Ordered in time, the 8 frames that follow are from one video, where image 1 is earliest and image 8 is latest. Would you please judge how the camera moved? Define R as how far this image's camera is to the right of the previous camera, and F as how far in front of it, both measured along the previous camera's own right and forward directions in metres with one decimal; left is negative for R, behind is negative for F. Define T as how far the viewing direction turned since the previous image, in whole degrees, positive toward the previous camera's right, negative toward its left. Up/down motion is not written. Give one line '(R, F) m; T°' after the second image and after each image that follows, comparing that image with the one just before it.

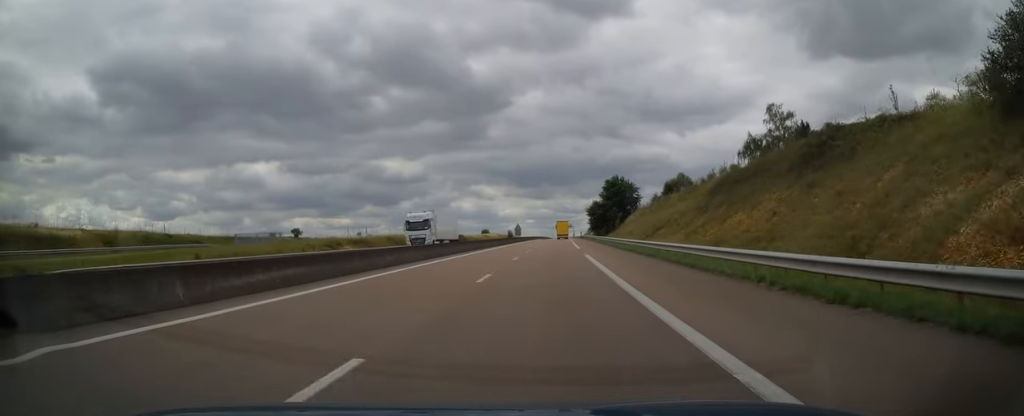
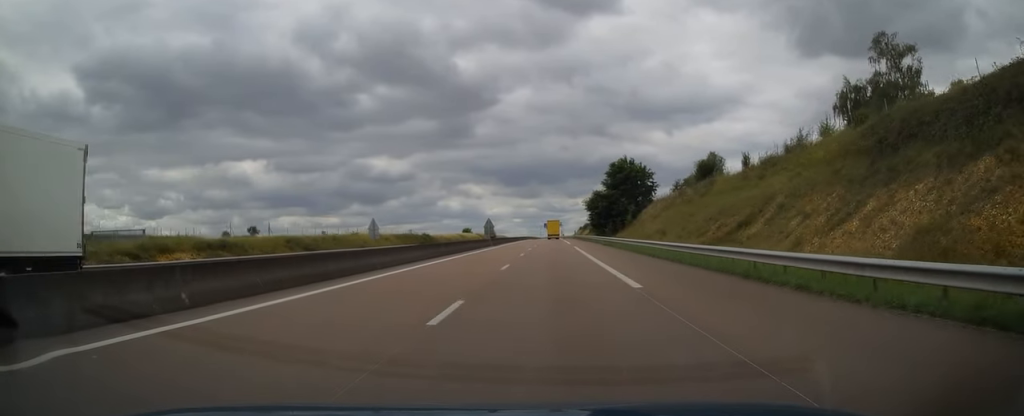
(+0.3, +33.1) m; +1°
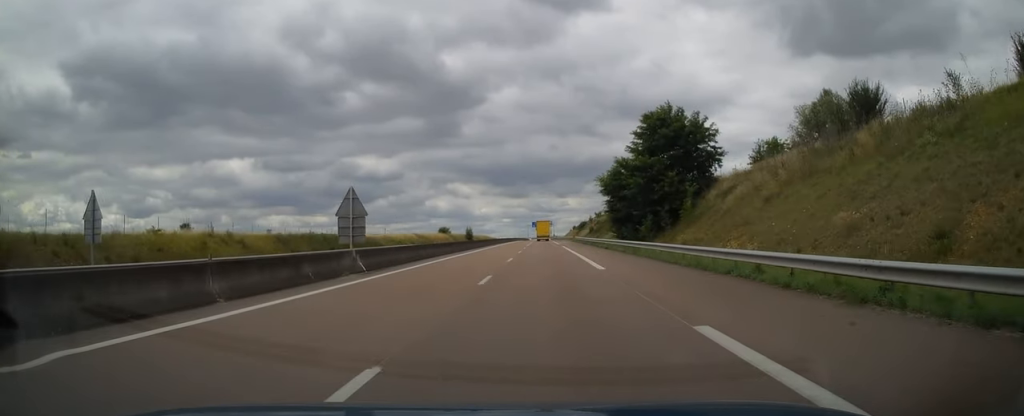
(+0.4, +44.3) m; +1°
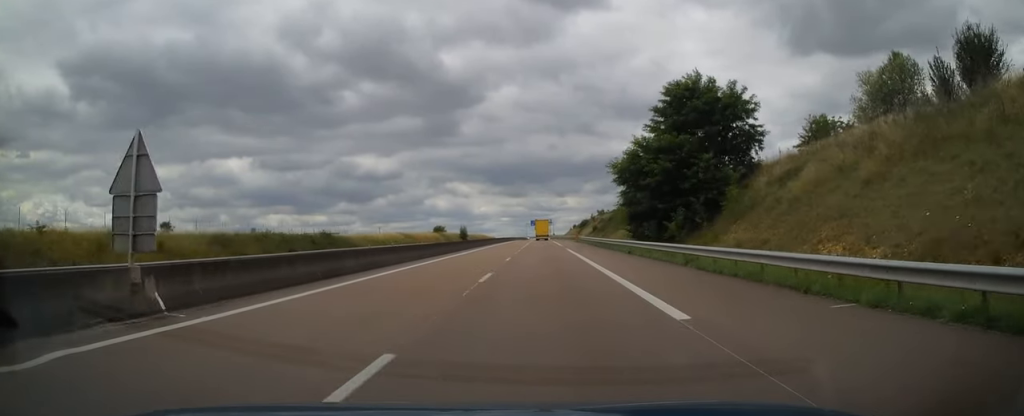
(+0.2, +12.2) m; 0°
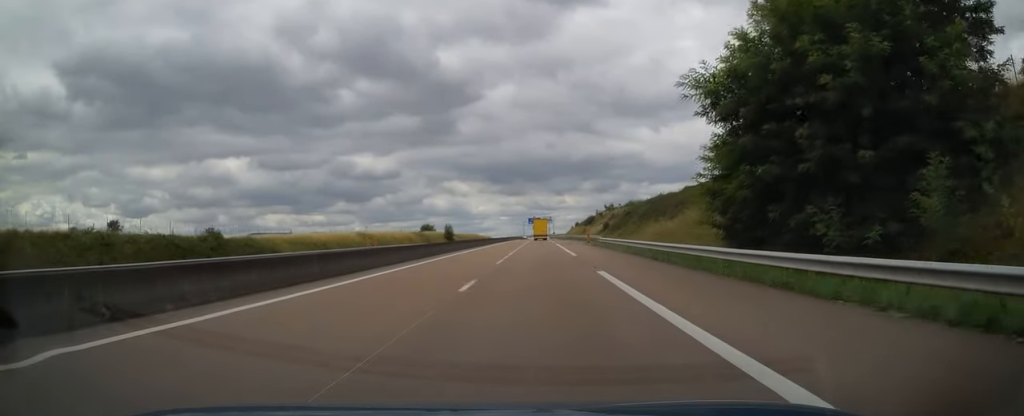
(+0.2, +28.3) m; 0°
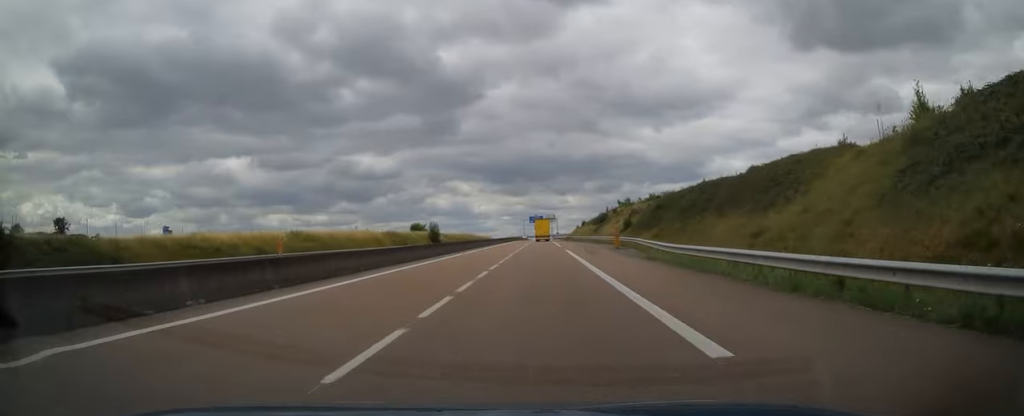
(-0.2, +26.0) m; 0°
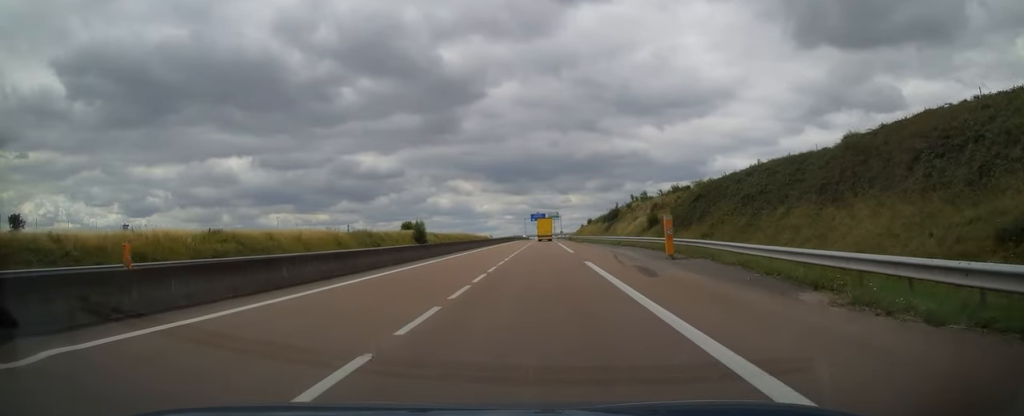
(+0.3, +19.1) m; 0°
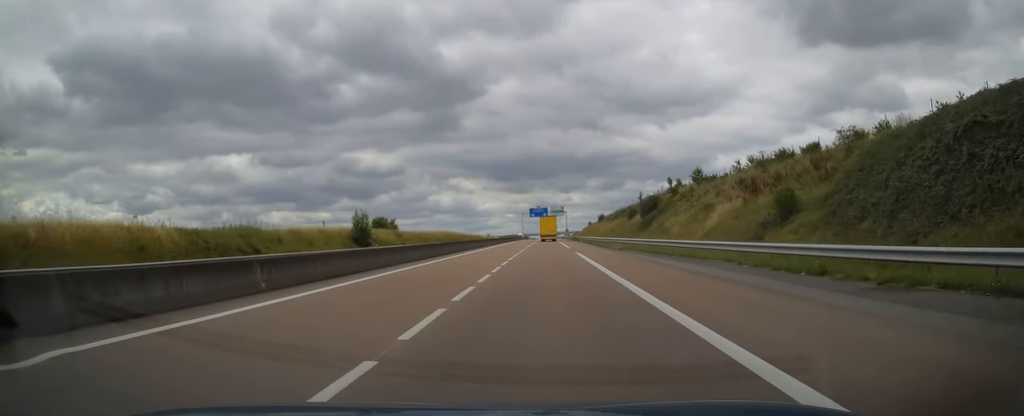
(-0.5, +39.8) m; -1°
